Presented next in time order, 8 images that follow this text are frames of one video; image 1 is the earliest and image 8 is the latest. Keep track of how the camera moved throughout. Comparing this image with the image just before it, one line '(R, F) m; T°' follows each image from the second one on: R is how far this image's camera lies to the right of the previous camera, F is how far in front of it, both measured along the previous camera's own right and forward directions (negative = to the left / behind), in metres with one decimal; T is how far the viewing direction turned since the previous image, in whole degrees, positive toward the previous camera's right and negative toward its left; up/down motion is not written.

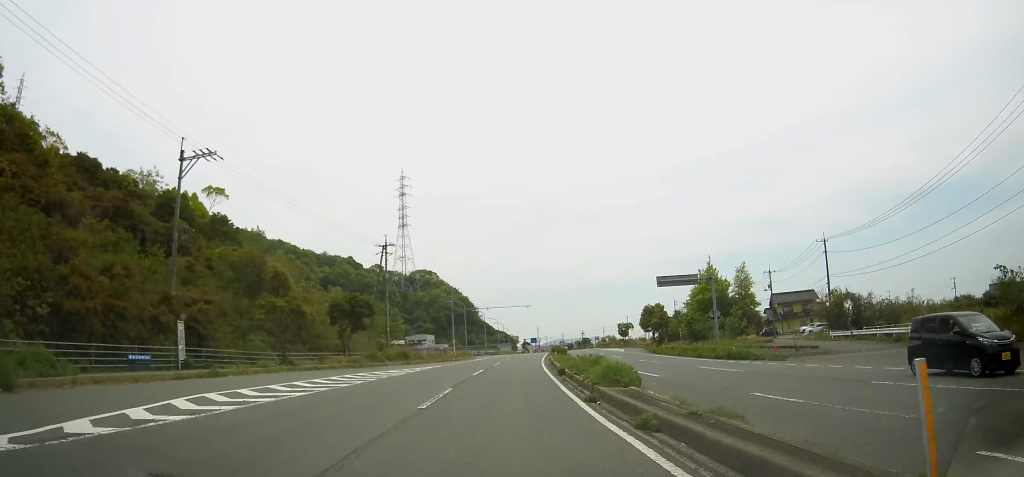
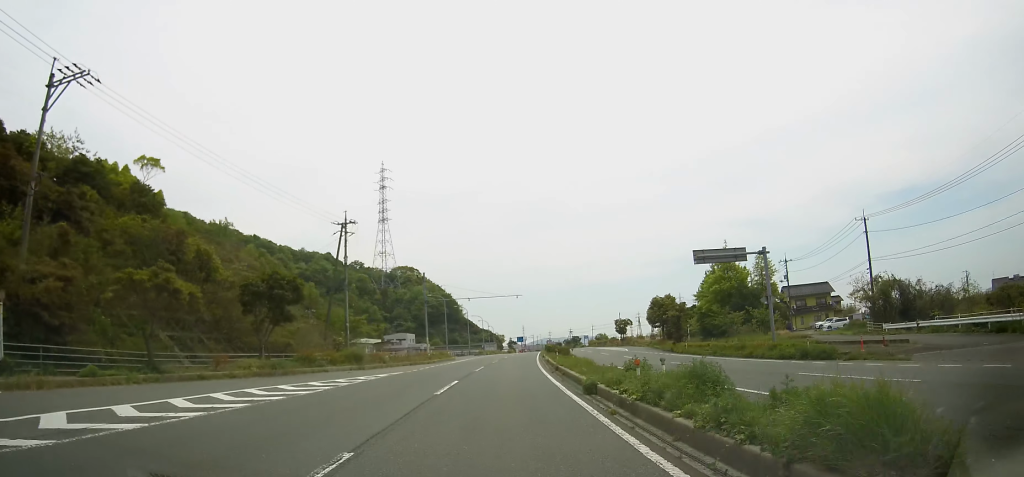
(+0.1, +11.5) m; +1°
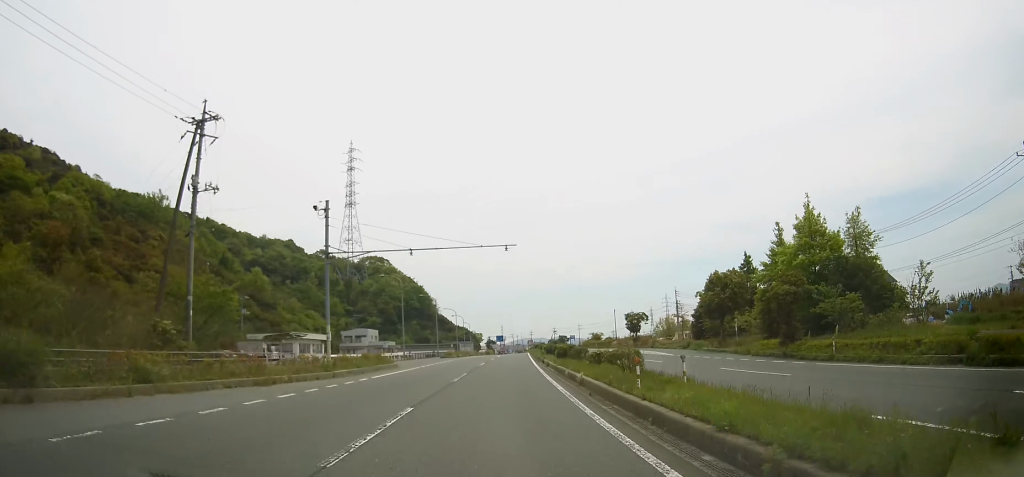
(+0.7, +24.8) m; +3°
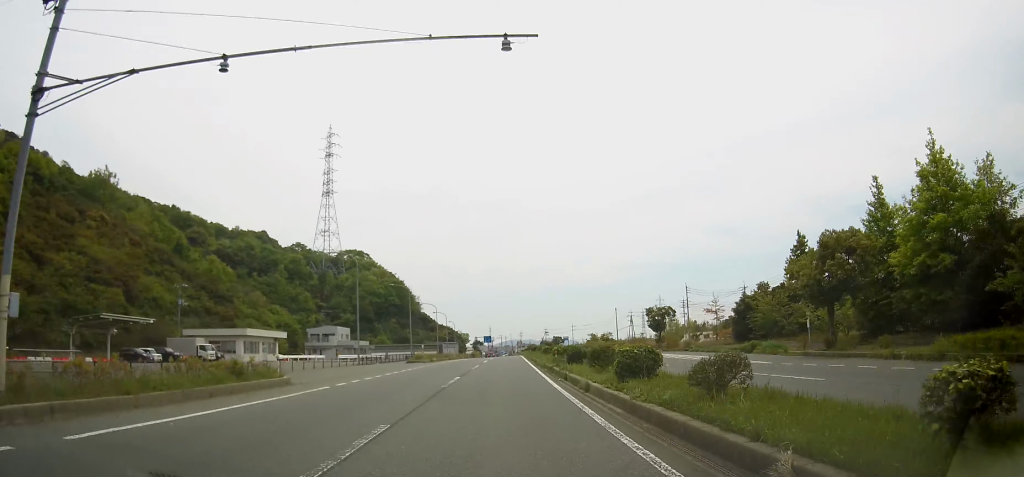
(+0.3, +17.9) m; +1°
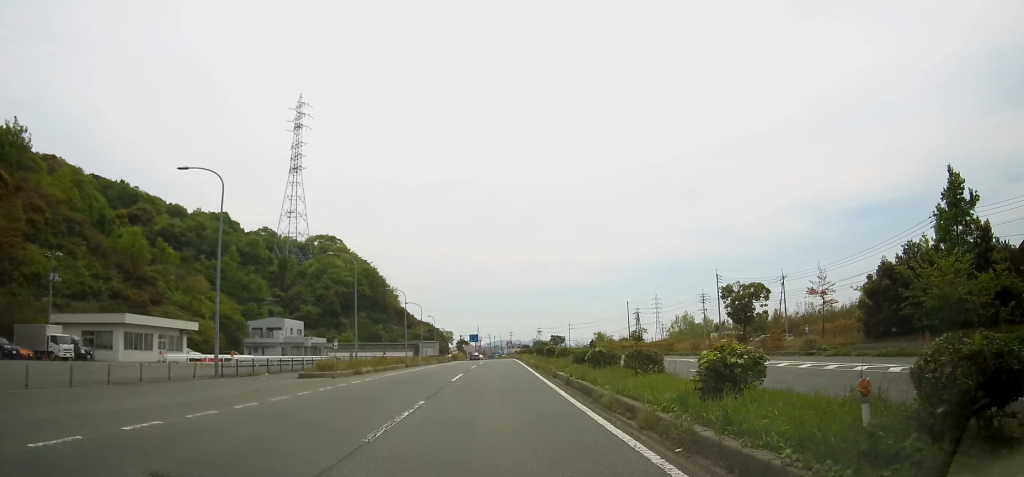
(+0.4, +26.0) m; +1°
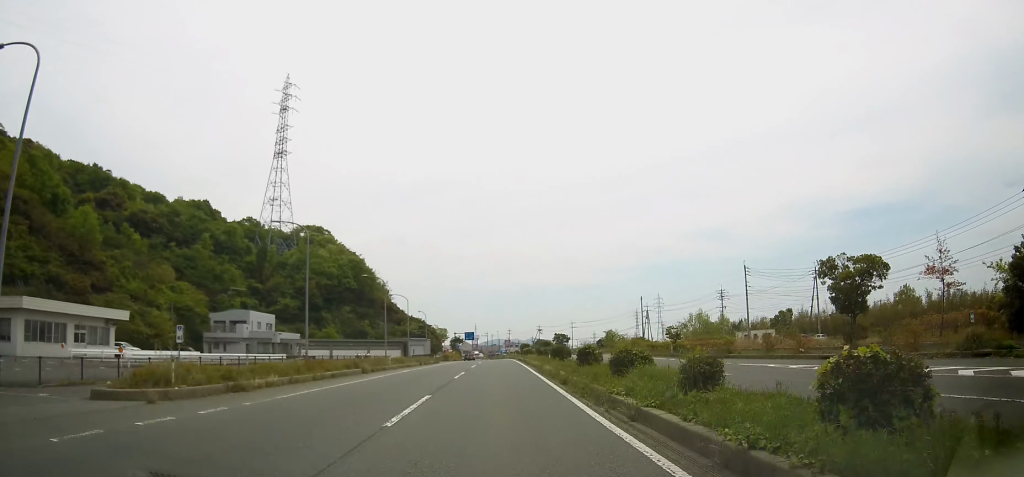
(+0.1, +13.9) m; 0°
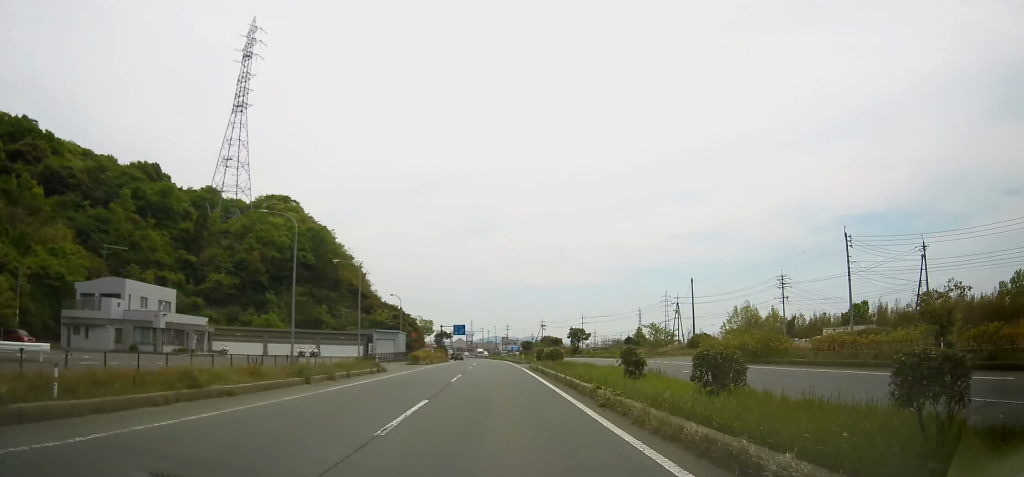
(+0.2, +31.4) m; +1°
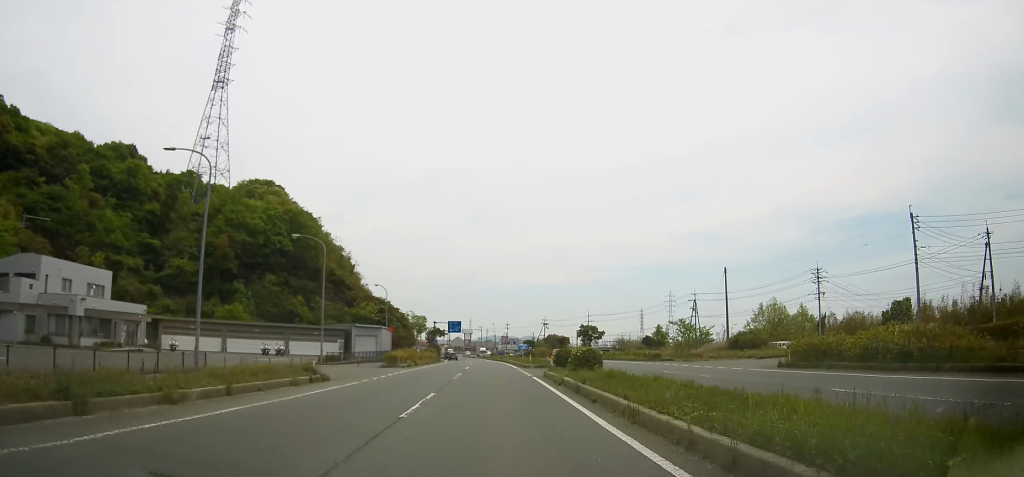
(0.0, +12.6) m; 0°
